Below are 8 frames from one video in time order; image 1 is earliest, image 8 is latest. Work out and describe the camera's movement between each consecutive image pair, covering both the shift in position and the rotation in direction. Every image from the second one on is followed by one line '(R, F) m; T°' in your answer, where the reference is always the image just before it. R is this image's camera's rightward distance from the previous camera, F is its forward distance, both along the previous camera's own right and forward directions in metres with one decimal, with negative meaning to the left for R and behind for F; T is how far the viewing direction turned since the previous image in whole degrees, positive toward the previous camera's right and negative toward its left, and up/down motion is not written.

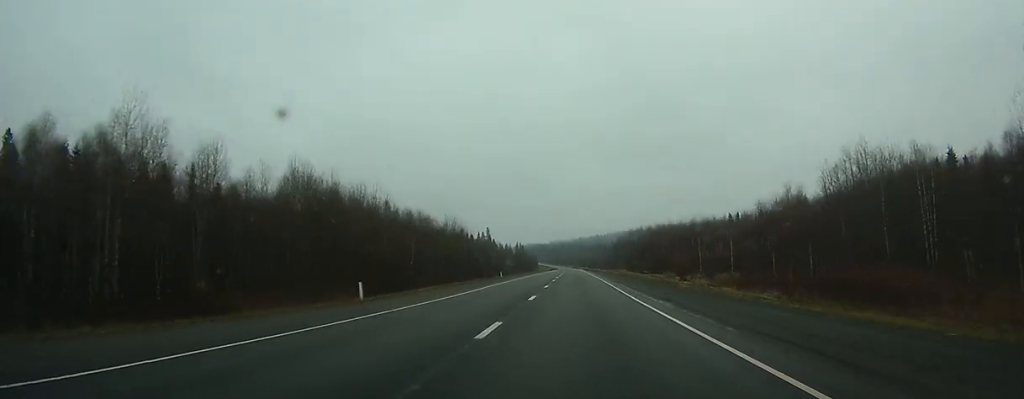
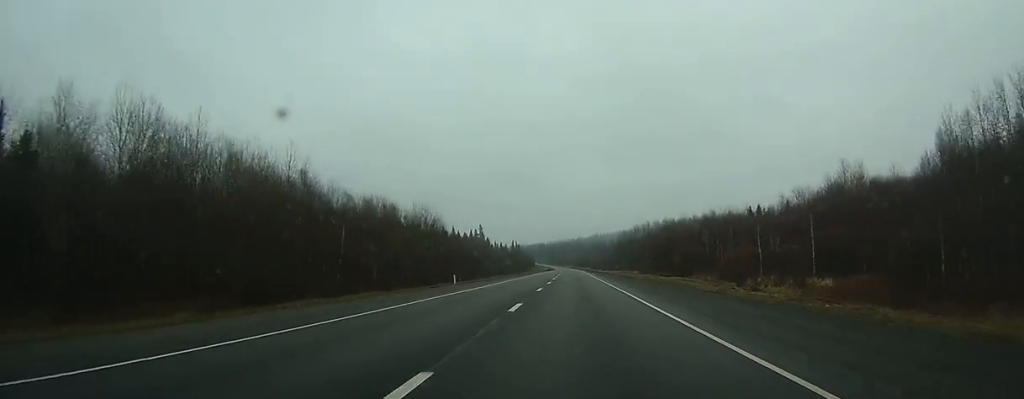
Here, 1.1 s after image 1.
(0.0, +30.3) m; 0°
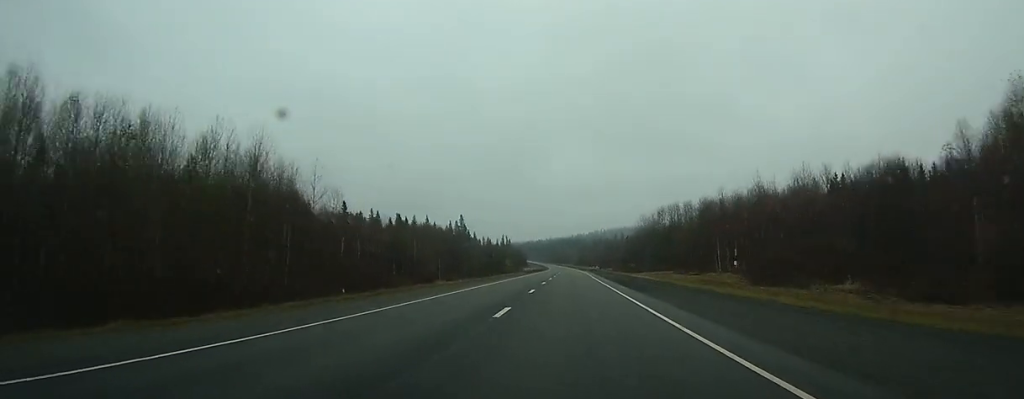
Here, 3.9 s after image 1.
(+0.2, +73.3) m; 0°
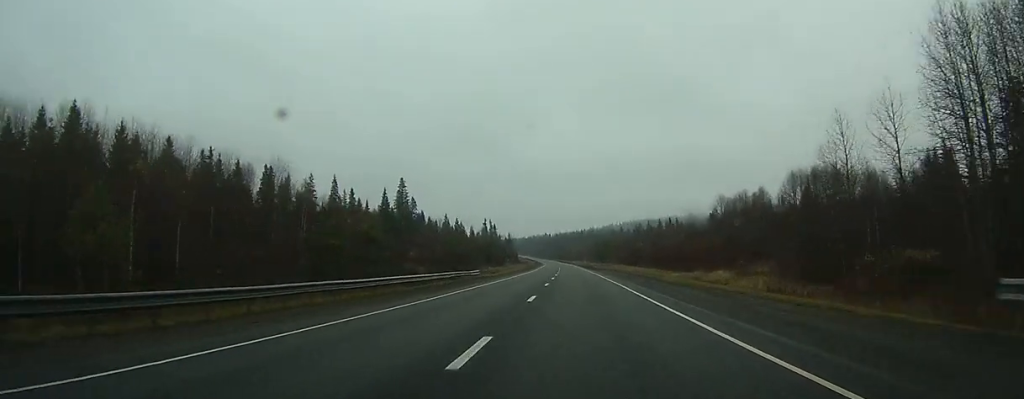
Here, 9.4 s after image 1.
(-0.7, +150.1) m; -1°
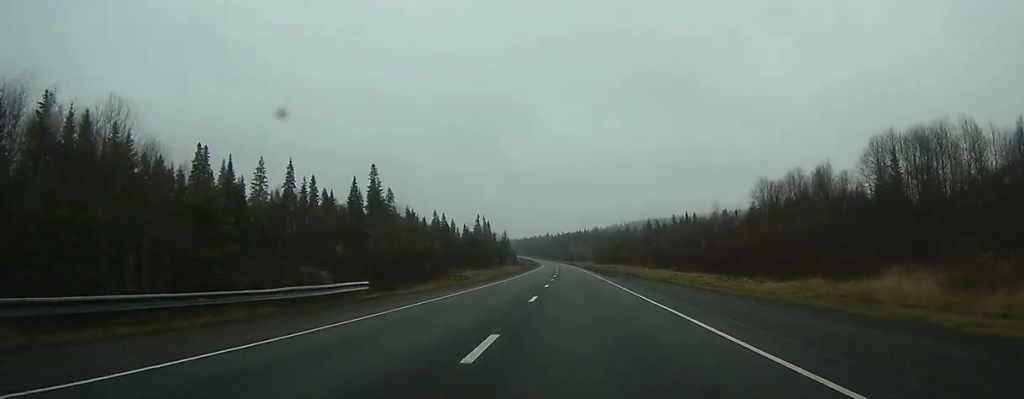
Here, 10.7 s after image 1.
(0.0, +34.5) m; 0°
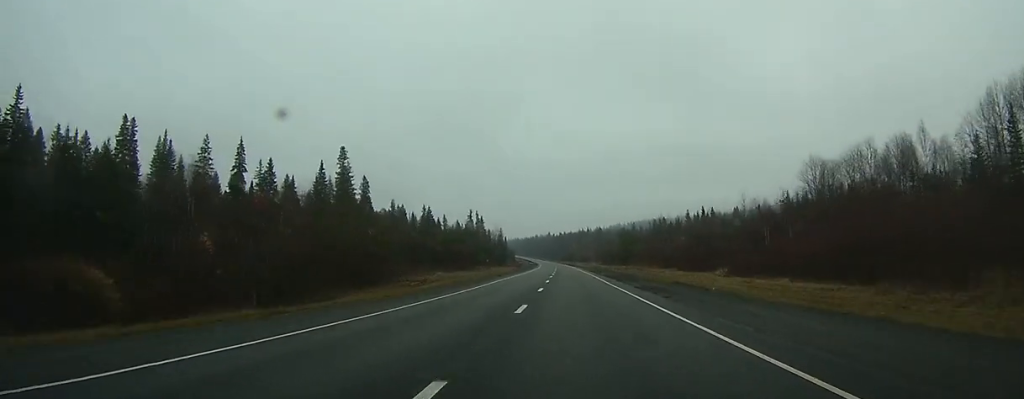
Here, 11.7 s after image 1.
(-0.1, +27.1) m; 0°
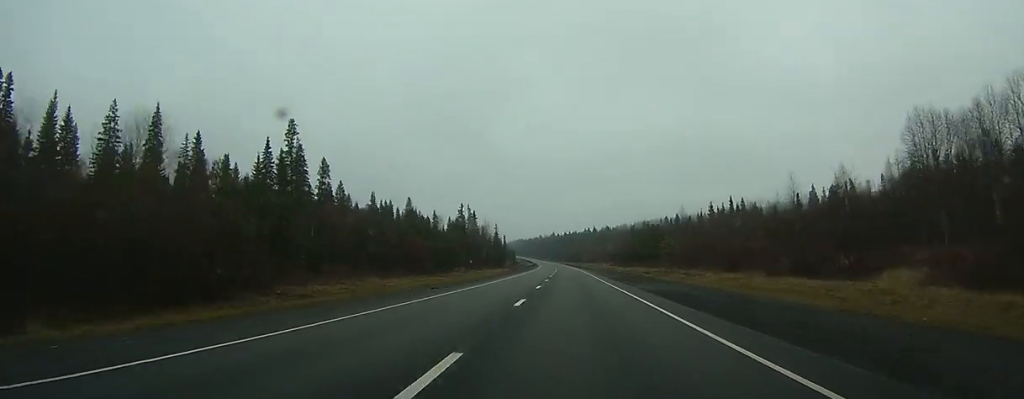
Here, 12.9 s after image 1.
(0.0, +32.5) m; 0°
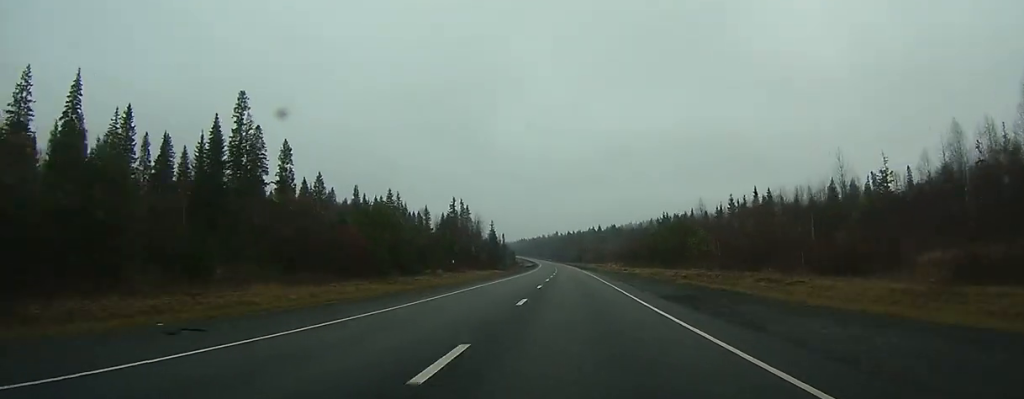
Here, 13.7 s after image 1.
(-0.1, +21.6) m; 0°
